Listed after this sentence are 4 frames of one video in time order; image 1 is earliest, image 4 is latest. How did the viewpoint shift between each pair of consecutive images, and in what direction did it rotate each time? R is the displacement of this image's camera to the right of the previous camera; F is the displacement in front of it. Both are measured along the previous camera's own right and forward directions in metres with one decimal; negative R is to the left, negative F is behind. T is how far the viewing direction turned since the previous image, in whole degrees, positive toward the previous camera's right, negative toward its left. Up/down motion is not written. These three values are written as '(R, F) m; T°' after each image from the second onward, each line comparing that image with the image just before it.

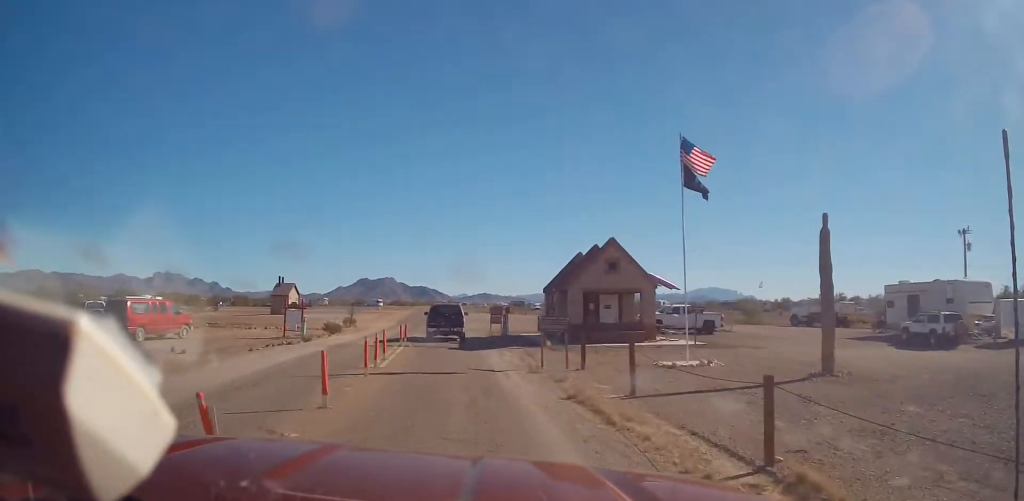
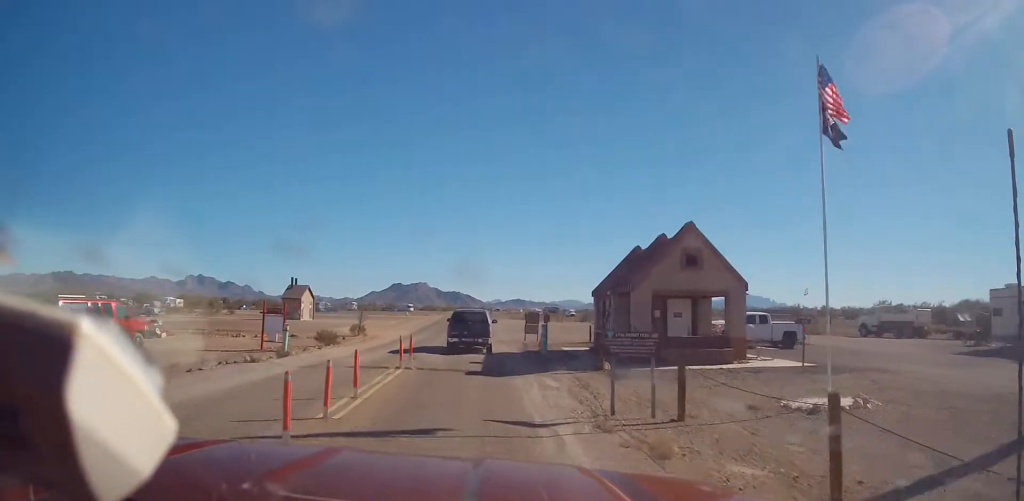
(0.0, +6.9) m; -2°
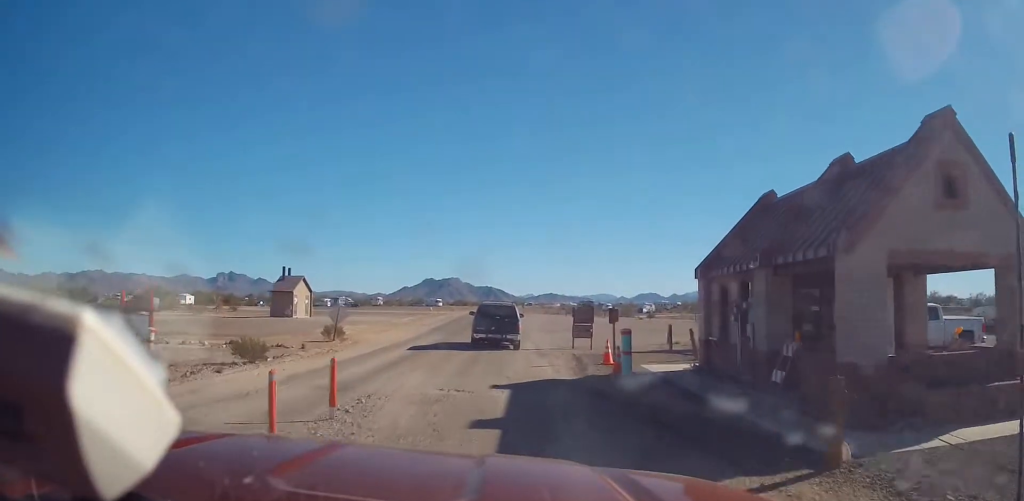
(-0.3, +10.6) m; -1°
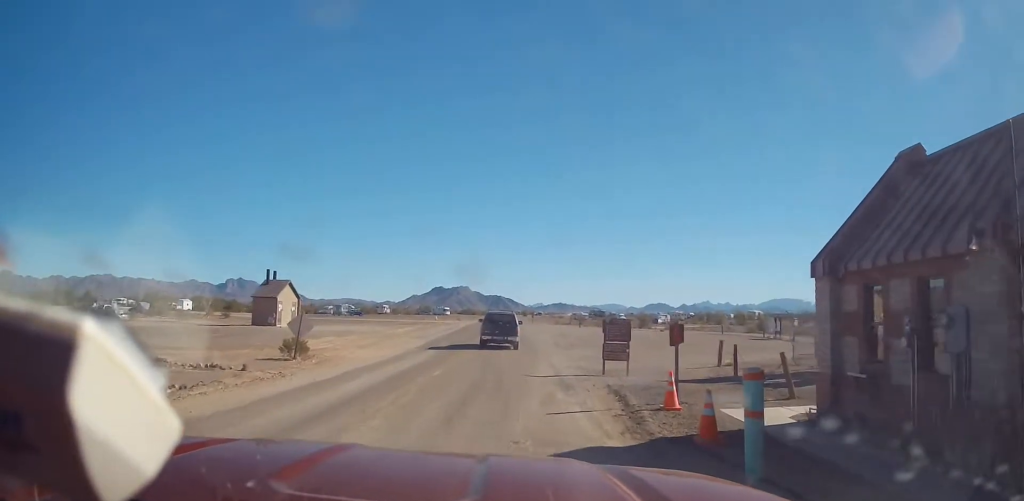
(+0.1, +6.8) m; -1°
